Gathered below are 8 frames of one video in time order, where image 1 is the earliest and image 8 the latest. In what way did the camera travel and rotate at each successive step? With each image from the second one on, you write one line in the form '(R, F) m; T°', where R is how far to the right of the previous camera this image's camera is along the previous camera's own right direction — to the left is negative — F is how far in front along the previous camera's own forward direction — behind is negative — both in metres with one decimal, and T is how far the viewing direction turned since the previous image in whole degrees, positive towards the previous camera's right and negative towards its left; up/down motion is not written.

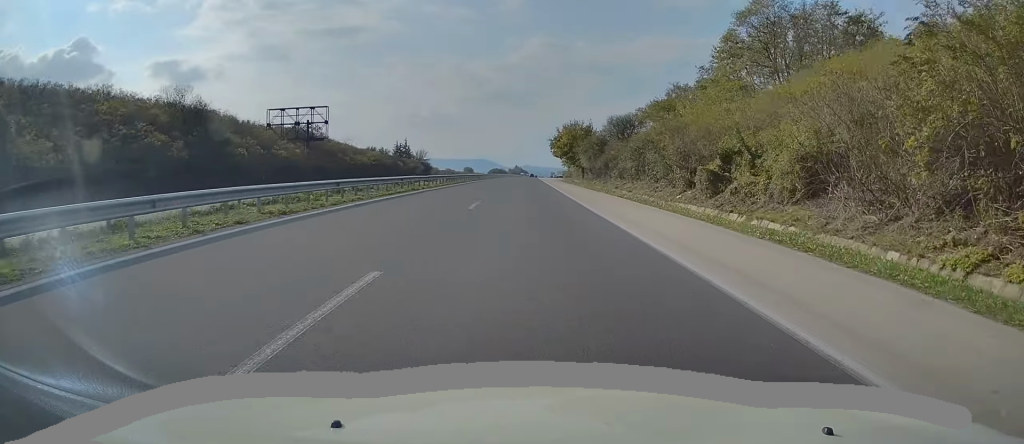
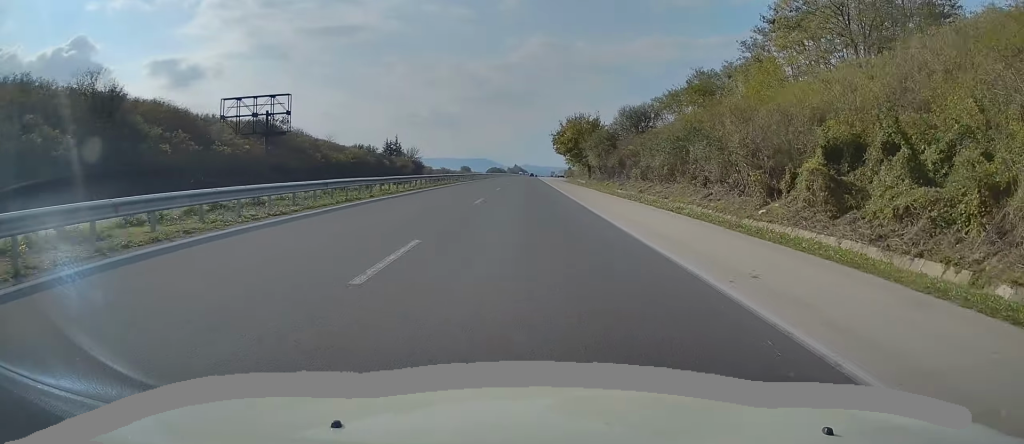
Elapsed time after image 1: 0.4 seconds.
(-0.2, +13.0) m; 0°
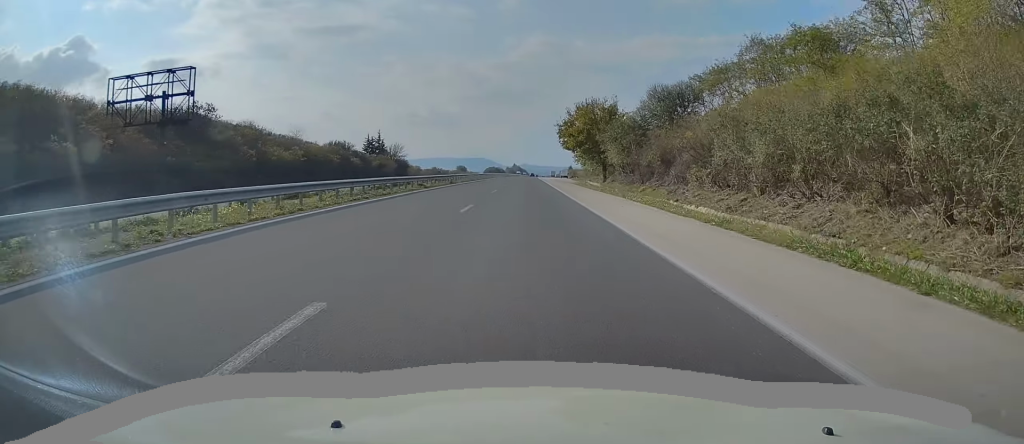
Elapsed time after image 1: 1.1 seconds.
(-0.1, +21.1) m; 0°
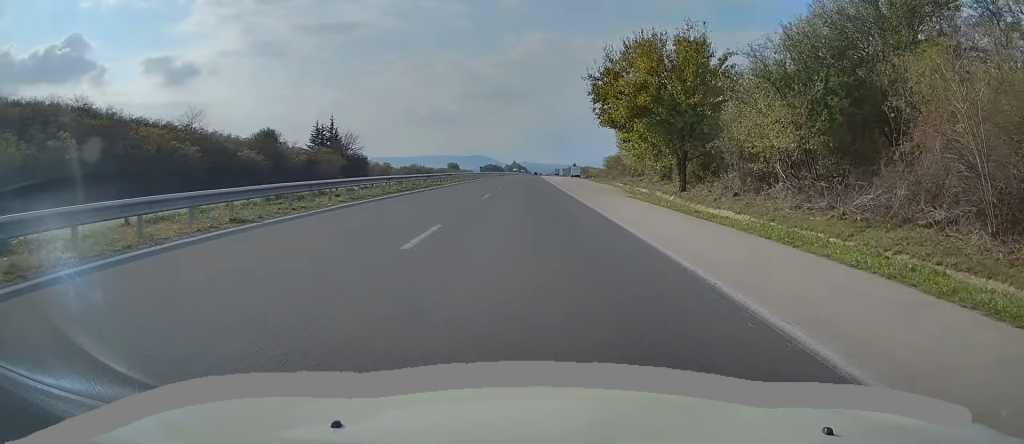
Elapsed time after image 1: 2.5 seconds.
(0.0, +41.1) m; 0°
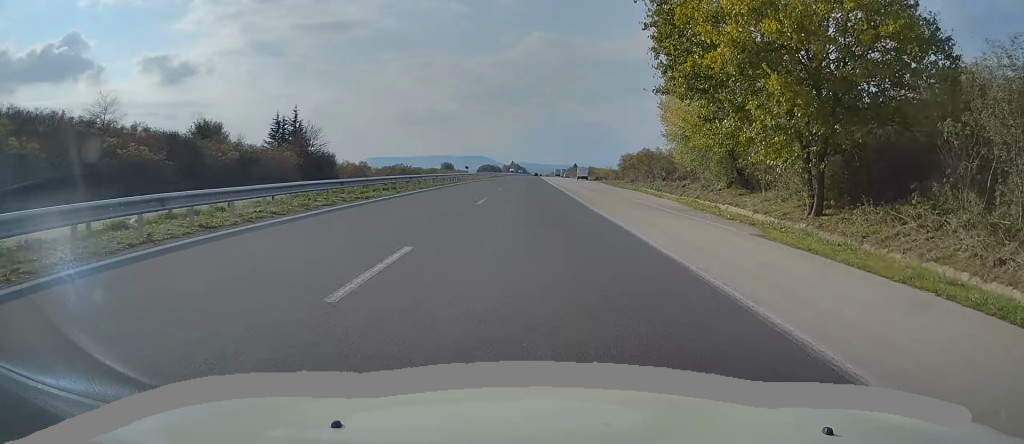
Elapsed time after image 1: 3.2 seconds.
(0.0, +20.0) m; 0°
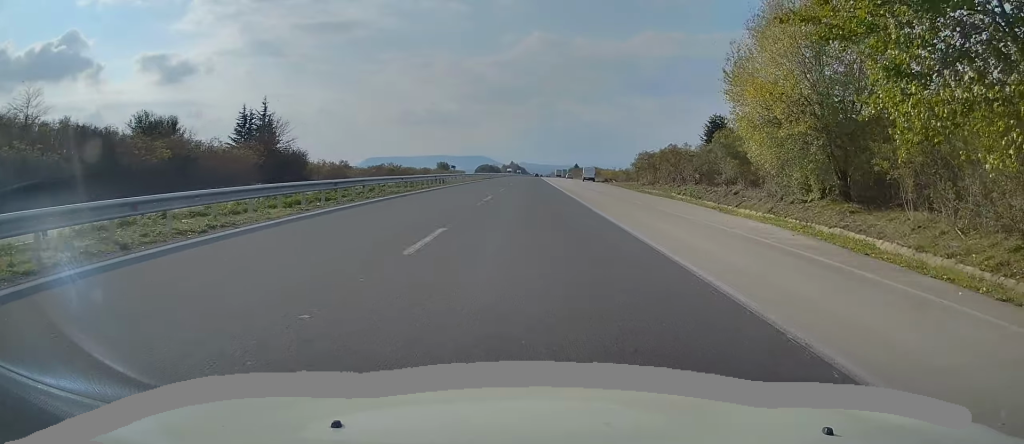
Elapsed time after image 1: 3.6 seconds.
(-0.1, +13.0) m; 0°
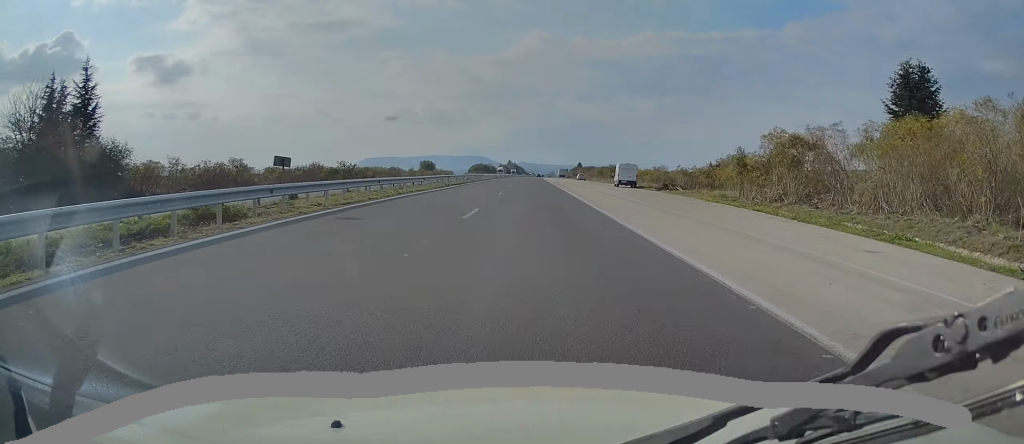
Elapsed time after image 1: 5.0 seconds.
(+0.4, +42.0) m; 0°
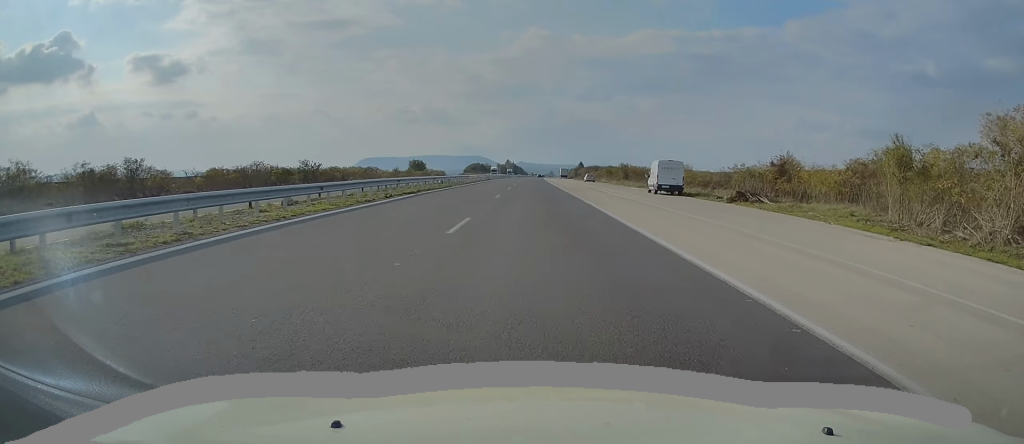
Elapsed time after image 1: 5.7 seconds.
(-0.3, +19.9) m; -1°
